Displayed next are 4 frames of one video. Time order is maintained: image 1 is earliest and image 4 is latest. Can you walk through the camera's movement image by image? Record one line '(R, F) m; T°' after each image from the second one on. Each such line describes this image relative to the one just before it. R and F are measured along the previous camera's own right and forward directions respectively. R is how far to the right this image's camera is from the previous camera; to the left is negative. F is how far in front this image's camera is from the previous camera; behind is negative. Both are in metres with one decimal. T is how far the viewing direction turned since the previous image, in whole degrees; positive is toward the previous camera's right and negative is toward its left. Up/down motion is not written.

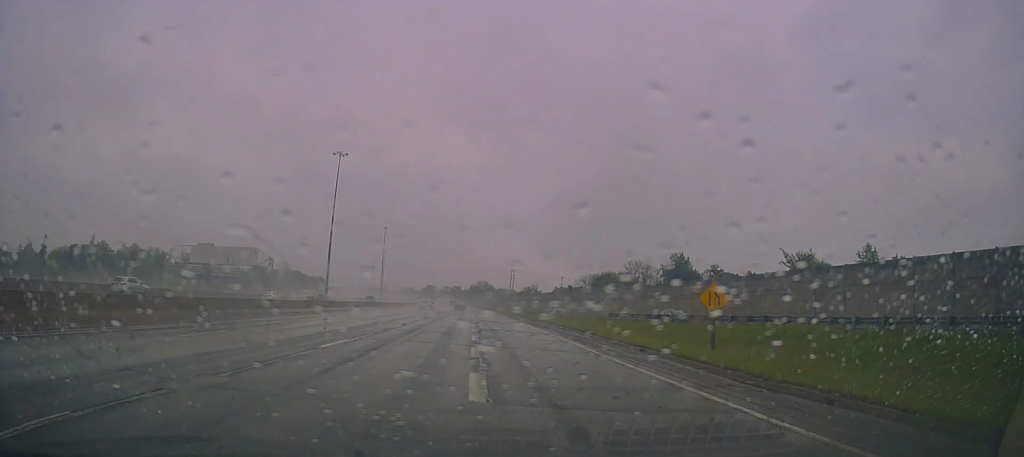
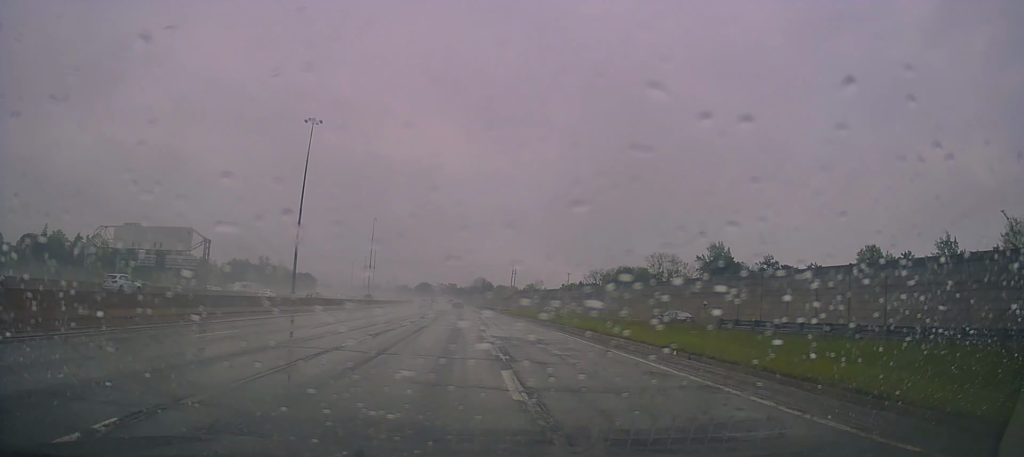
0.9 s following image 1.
(0.0, +25.5) m; -1°
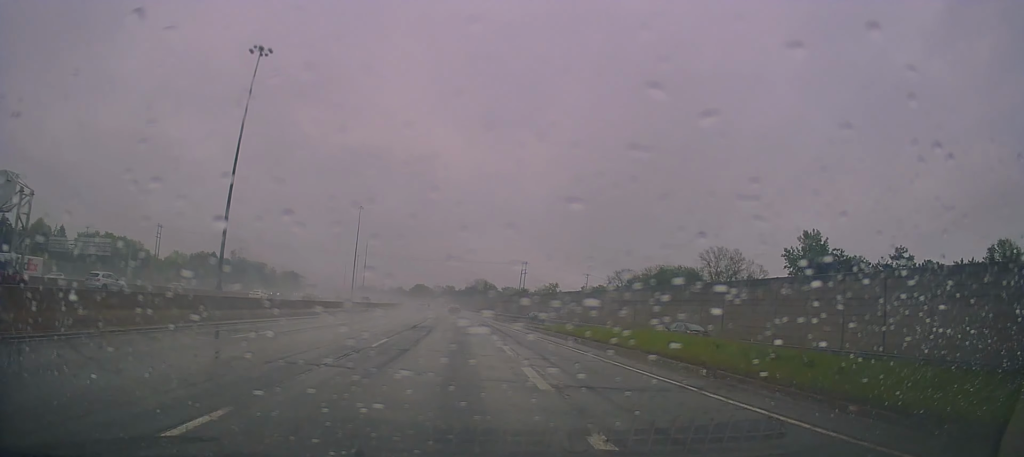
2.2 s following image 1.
(-0.8, +36.0) m; 0°
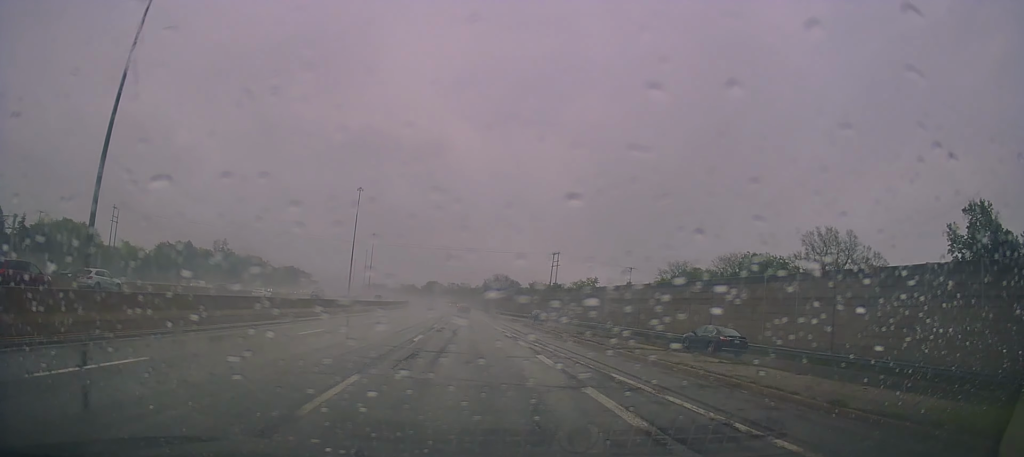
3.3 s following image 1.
(+1.0, +33.3) m; 0°
